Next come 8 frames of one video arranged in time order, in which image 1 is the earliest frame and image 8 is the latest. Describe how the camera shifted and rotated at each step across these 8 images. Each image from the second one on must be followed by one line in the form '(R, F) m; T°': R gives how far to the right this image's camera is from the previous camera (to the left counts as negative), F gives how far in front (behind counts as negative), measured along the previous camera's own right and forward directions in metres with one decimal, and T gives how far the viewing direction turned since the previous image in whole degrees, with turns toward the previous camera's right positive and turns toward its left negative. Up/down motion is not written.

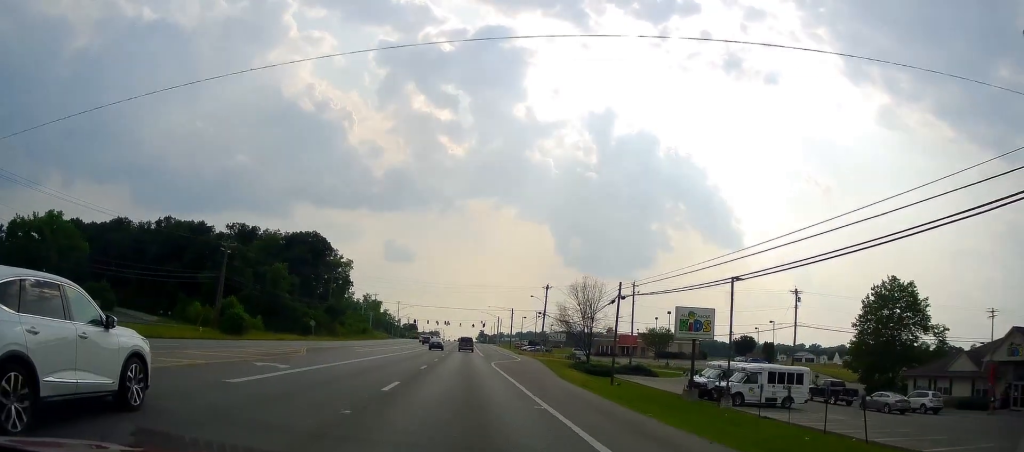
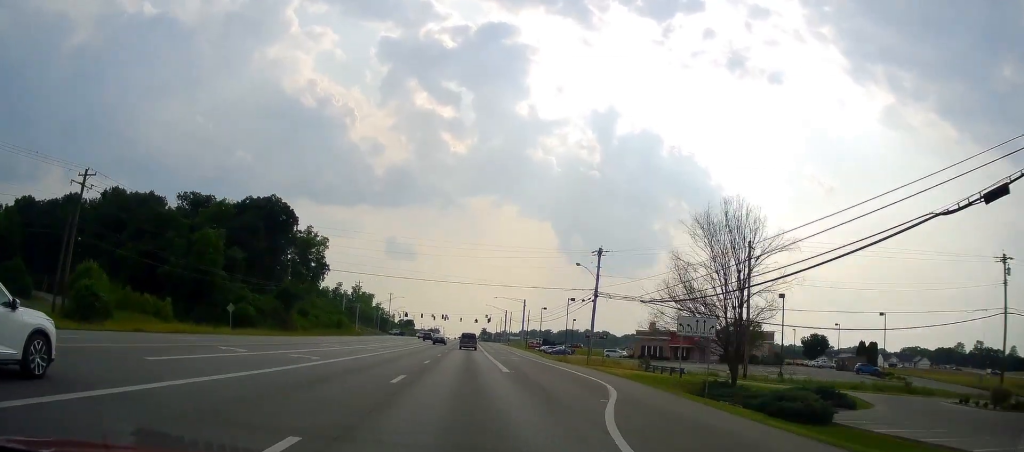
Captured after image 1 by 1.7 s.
(+0.1, +35.3) m; 0°
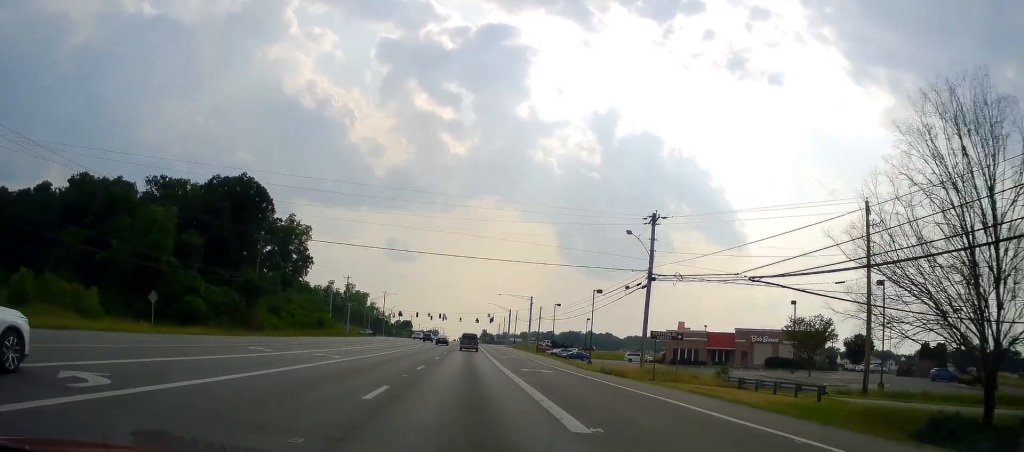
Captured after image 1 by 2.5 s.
(-0.2, +16.8) m; -1°
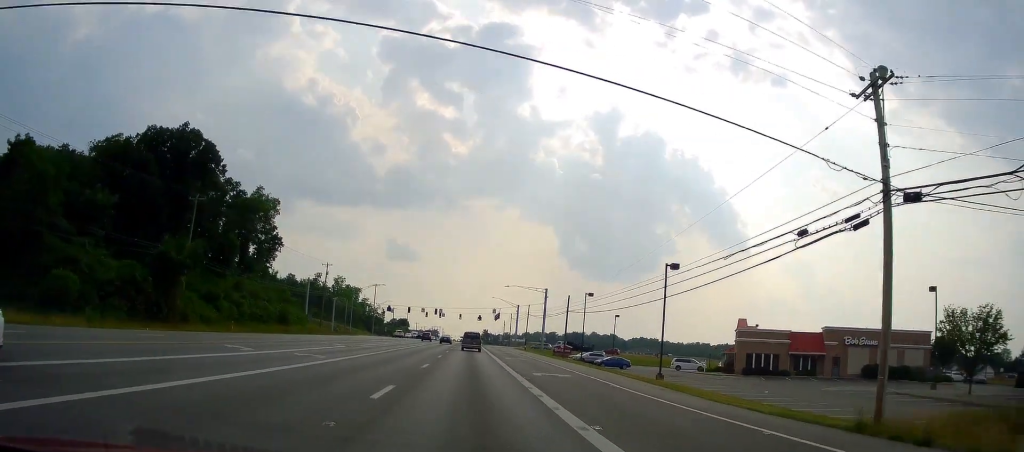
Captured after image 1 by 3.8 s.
(+0.2, +24.5) m; +1°
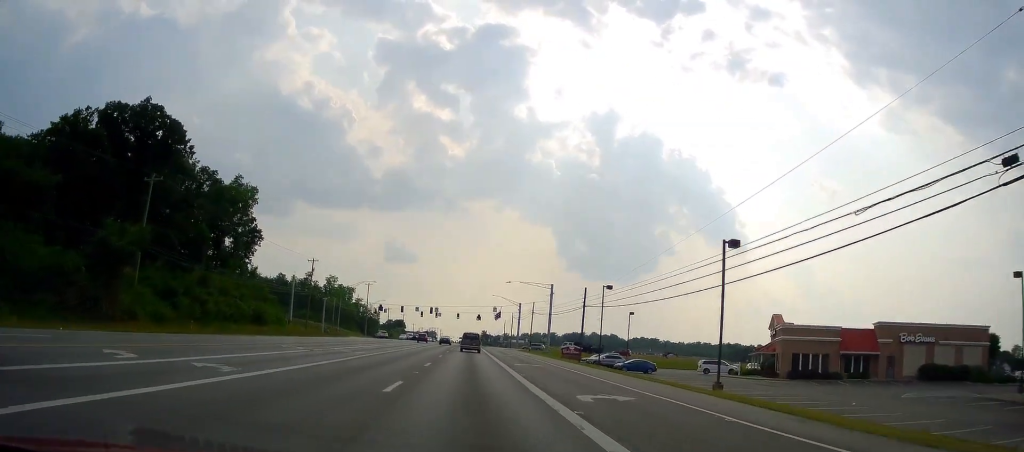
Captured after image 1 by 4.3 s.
(+0.3, +10.6) m; 0°
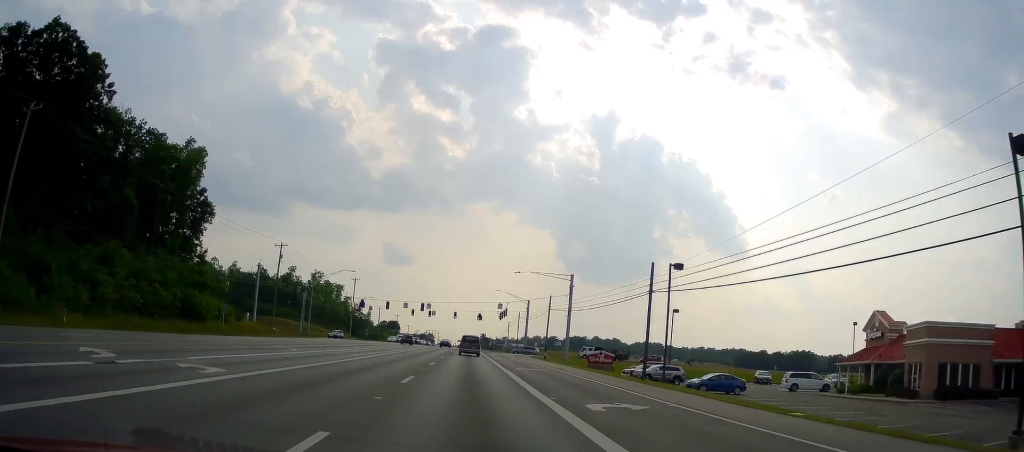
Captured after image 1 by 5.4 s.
(-0.4, +21.0) m; 0°
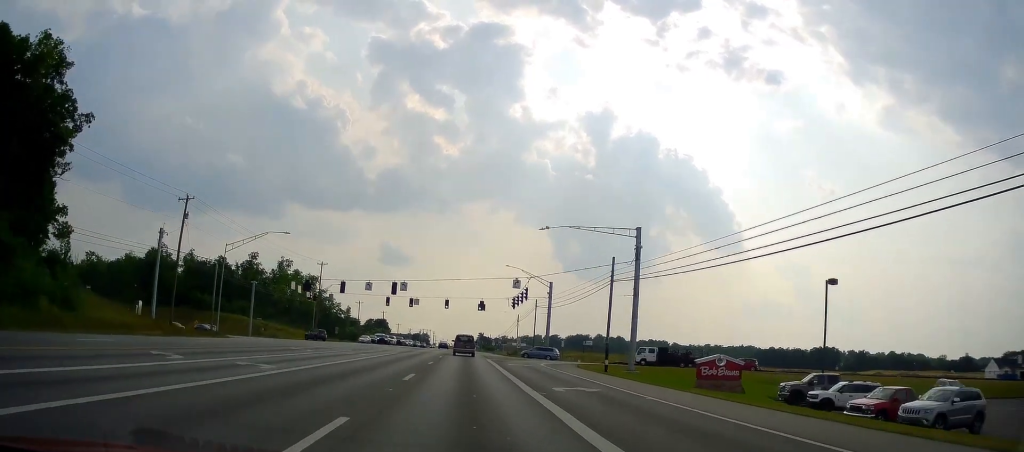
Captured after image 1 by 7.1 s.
(+0.2, +34.9) m; 0°
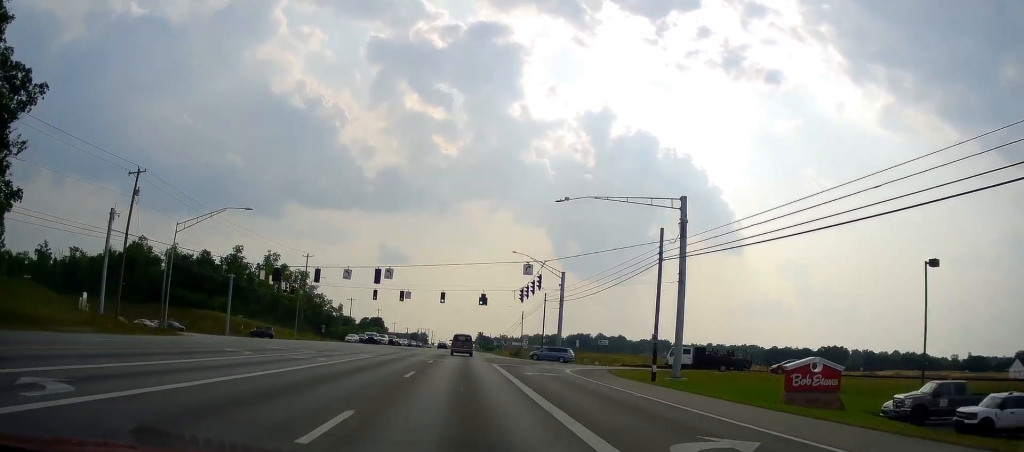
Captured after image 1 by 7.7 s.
(-0.2, +11.1) m; 0°
